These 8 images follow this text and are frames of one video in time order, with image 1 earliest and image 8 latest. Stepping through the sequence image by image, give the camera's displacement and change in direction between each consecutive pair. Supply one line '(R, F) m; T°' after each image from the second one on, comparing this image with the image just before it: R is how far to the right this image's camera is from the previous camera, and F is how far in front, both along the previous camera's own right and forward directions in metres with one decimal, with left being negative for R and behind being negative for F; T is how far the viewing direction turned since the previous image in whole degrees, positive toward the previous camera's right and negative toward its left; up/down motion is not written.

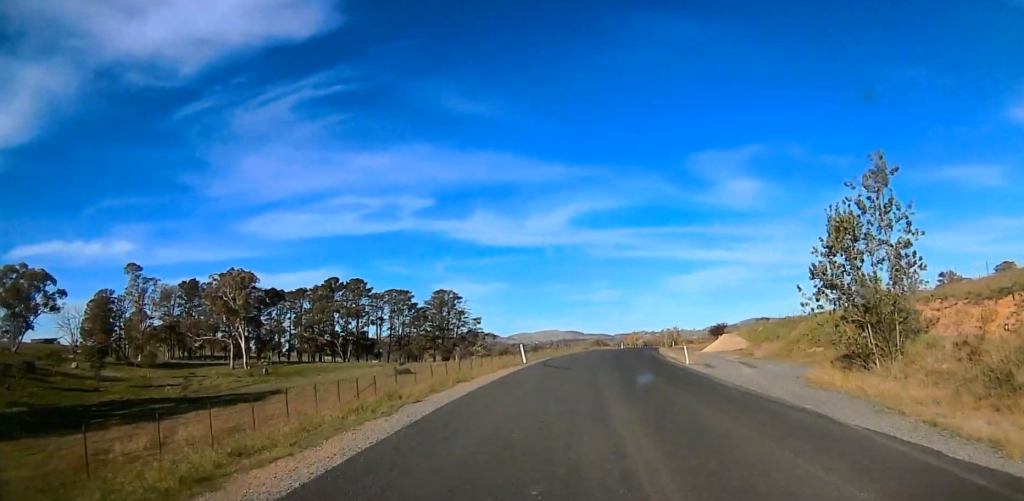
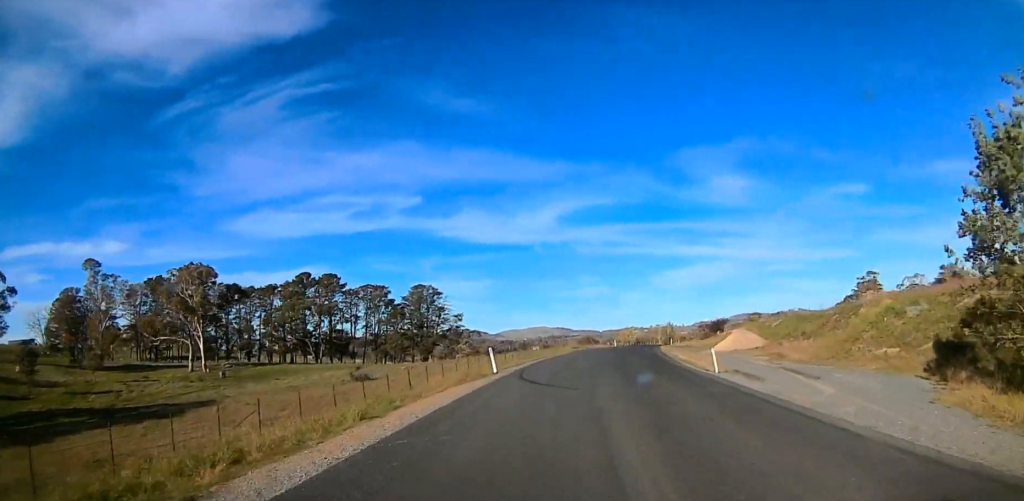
(+0.6, +10.7) m; +3°
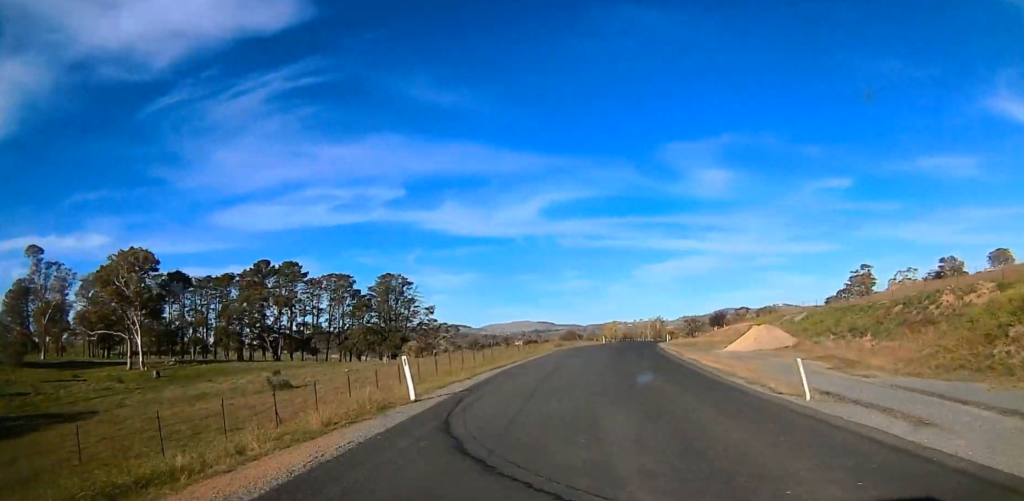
(+0.2, +13.2) m; +1°
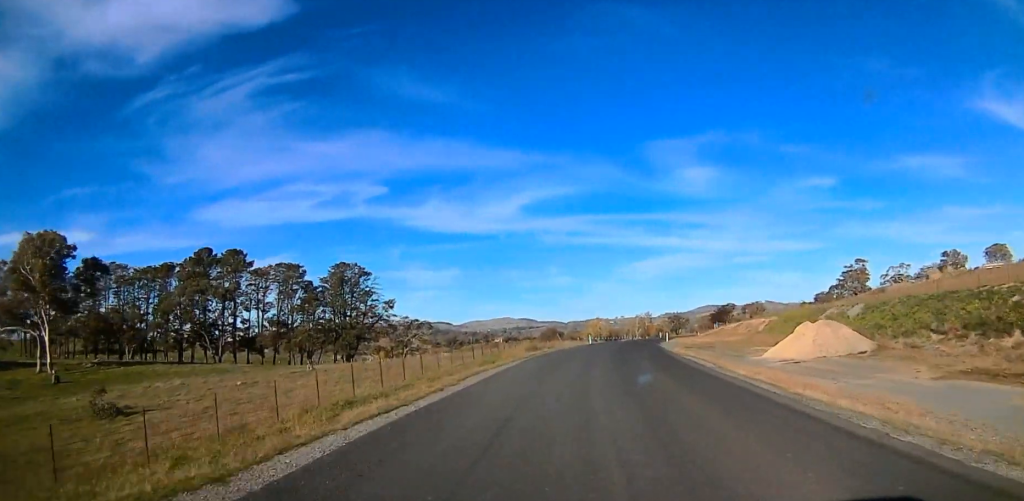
(0.0, +16.6) m; +1°
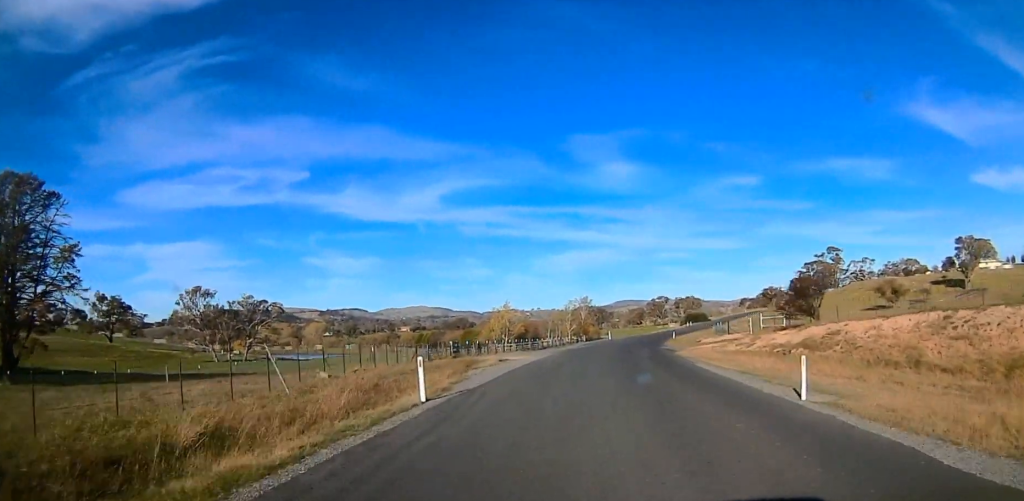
(+2.0, +64.5) m; +5°
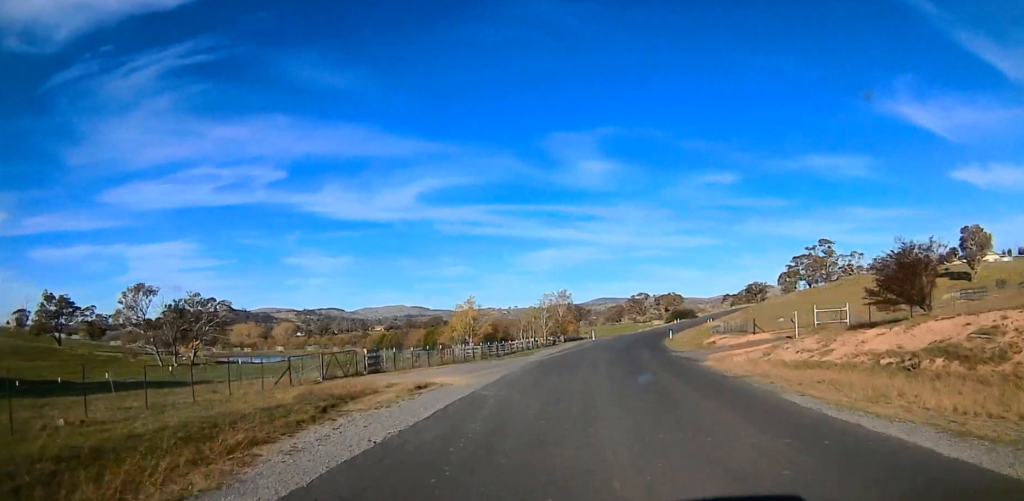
(+0.2, +16.1) m; +3°
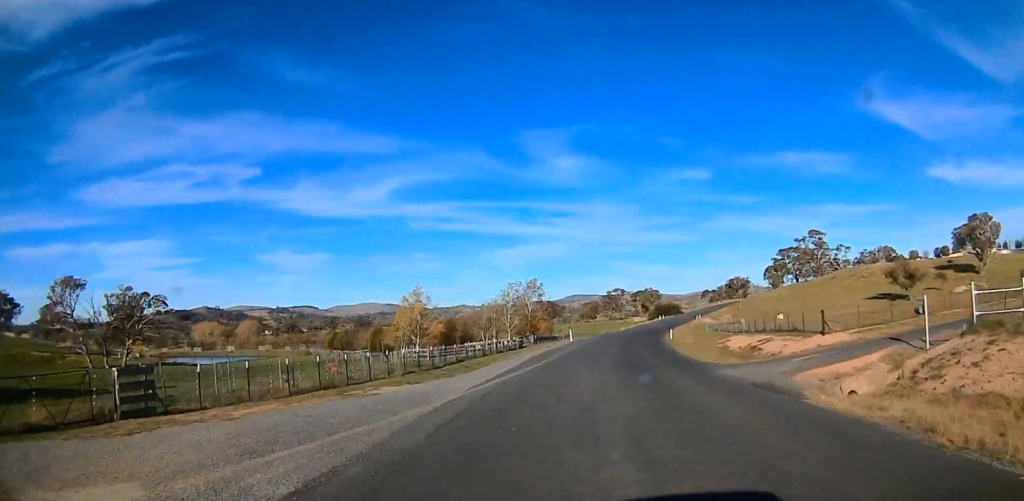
(+0.5, +17.1) m; +4°
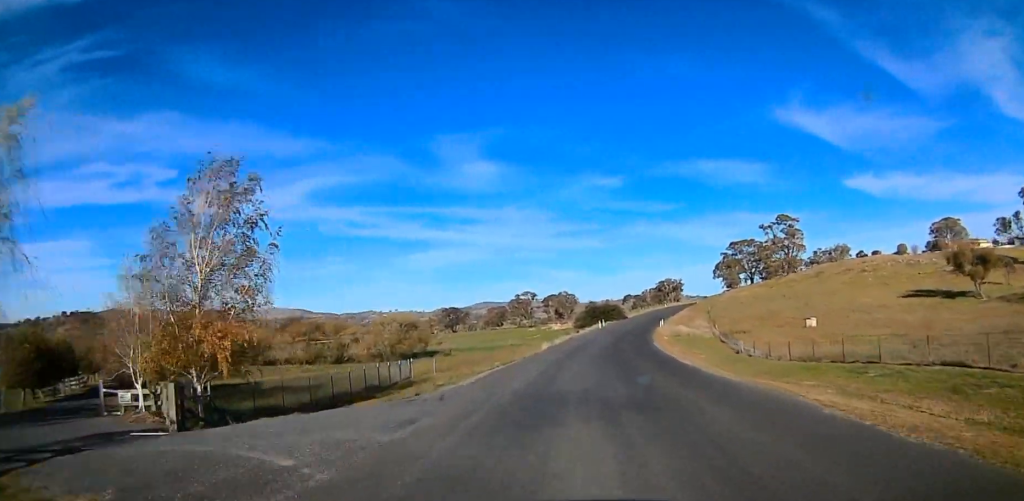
(+3.5, +61.2) m; +7°
